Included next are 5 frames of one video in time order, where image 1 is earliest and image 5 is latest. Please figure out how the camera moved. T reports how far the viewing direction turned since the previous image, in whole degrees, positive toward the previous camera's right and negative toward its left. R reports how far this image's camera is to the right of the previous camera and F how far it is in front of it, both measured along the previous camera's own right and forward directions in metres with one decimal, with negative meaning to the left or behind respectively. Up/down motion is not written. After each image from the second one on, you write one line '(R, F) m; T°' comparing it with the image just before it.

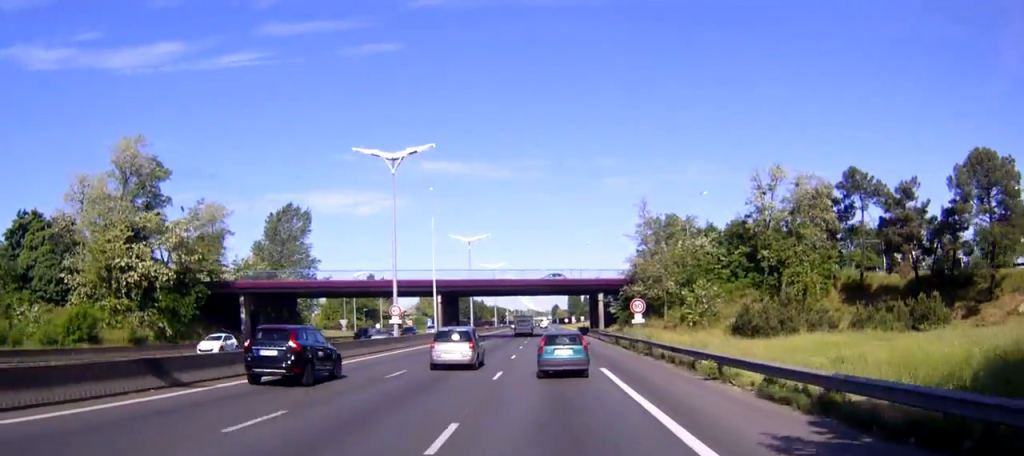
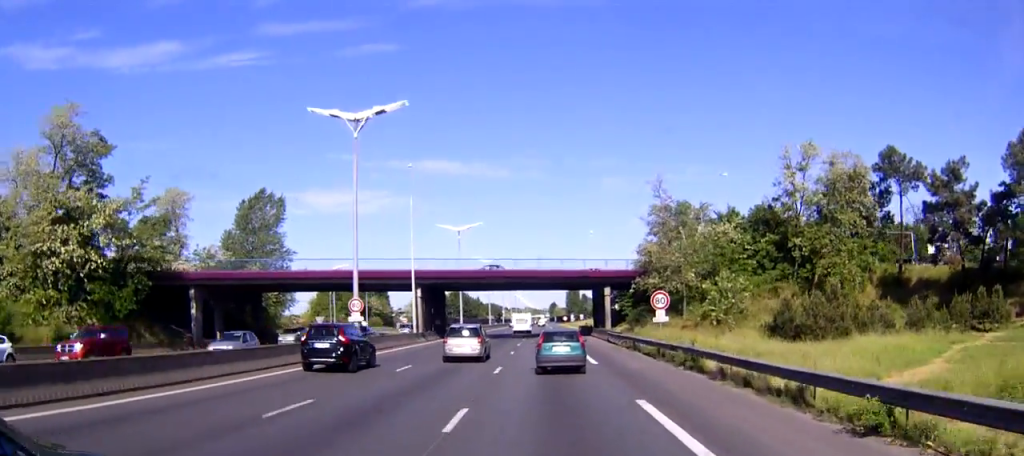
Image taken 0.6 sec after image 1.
(0.0, +10.9) m; 0°
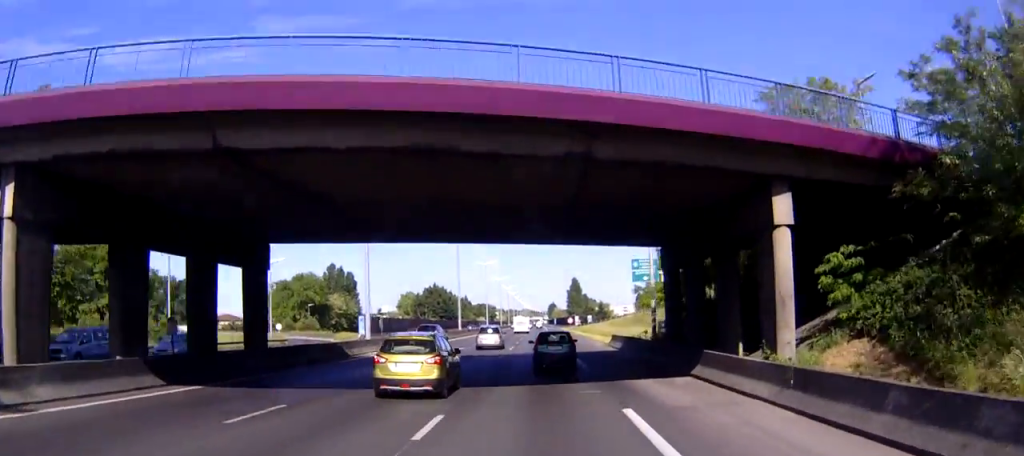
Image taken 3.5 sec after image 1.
(+0.4, +52.0) m; 0°
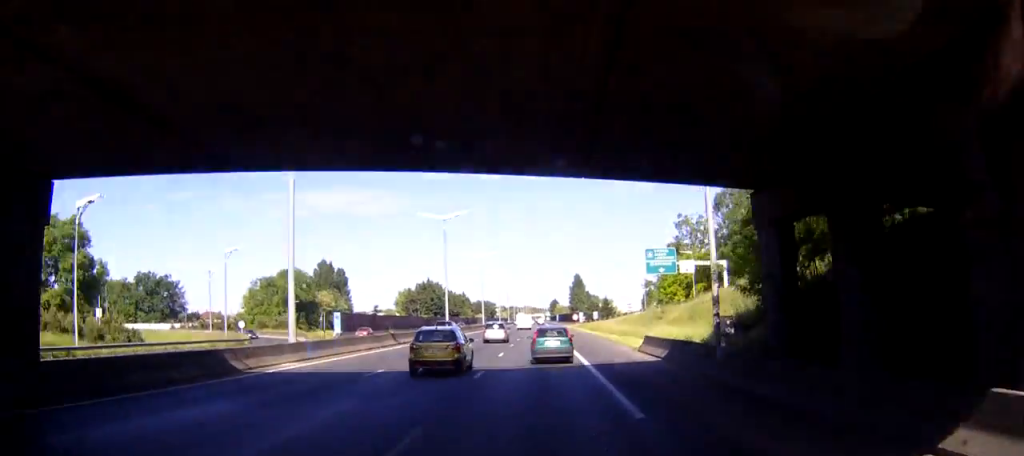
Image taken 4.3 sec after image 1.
(-0.2, +15.1) m; -1°
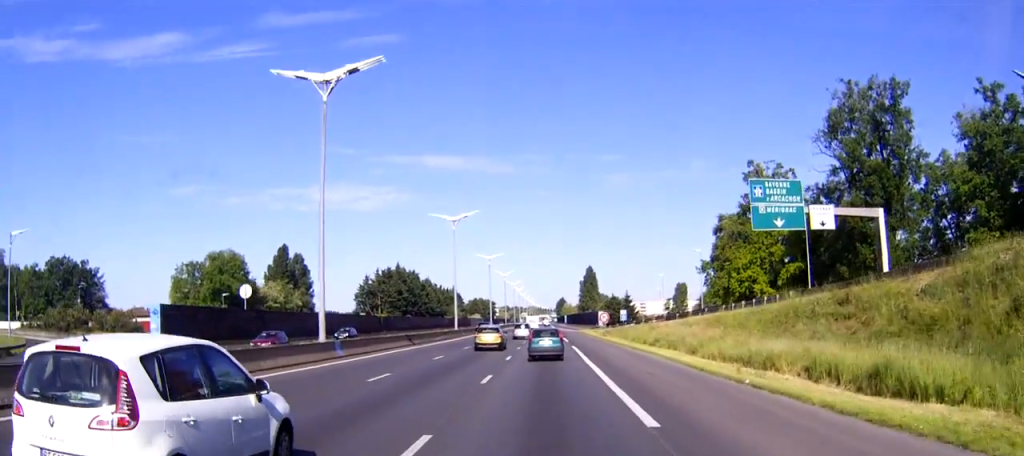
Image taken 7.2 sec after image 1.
(+0.4, +51.7) m; +1°
